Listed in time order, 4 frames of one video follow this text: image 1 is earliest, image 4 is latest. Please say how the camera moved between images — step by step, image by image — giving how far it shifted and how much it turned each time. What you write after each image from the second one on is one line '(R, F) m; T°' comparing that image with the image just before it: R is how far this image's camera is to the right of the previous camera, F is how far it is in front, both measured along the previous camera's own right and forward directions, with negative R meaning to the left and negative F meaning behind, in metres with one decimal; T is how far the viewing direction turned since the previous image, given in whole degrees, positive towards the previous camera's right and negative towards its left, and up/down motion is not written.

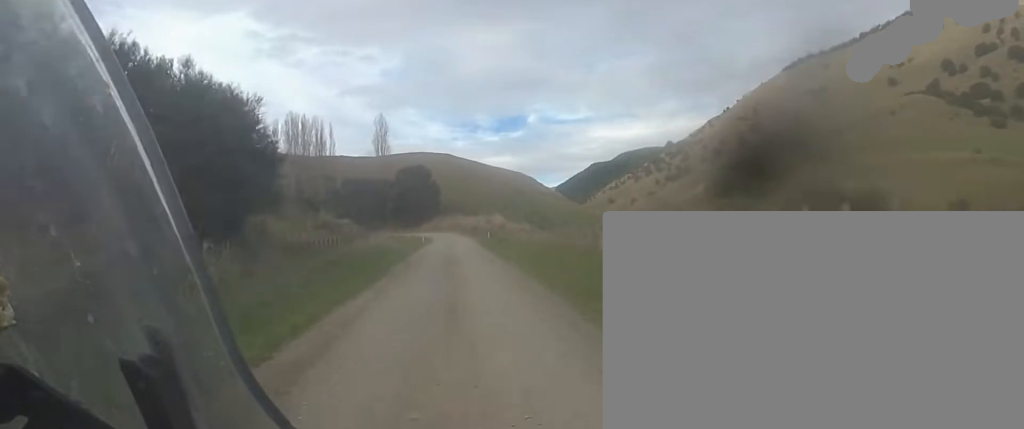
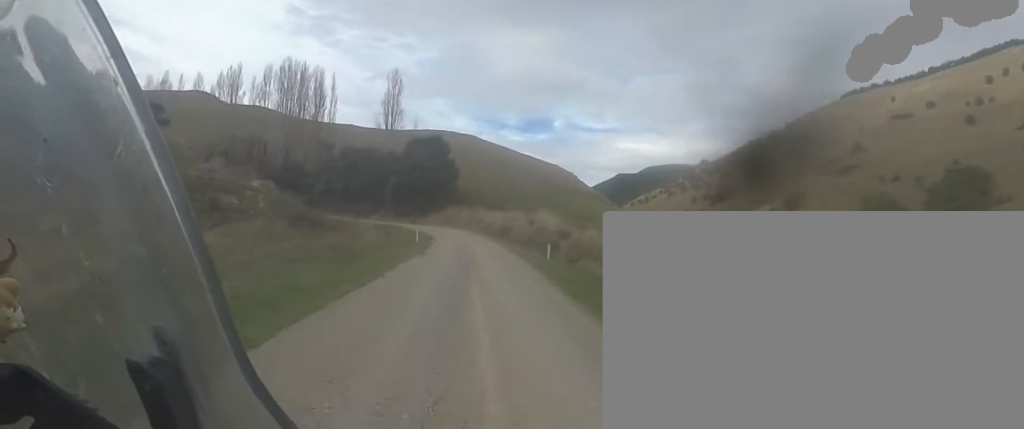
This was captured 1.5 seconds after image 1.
(+0.3, +22.6) m; +2°
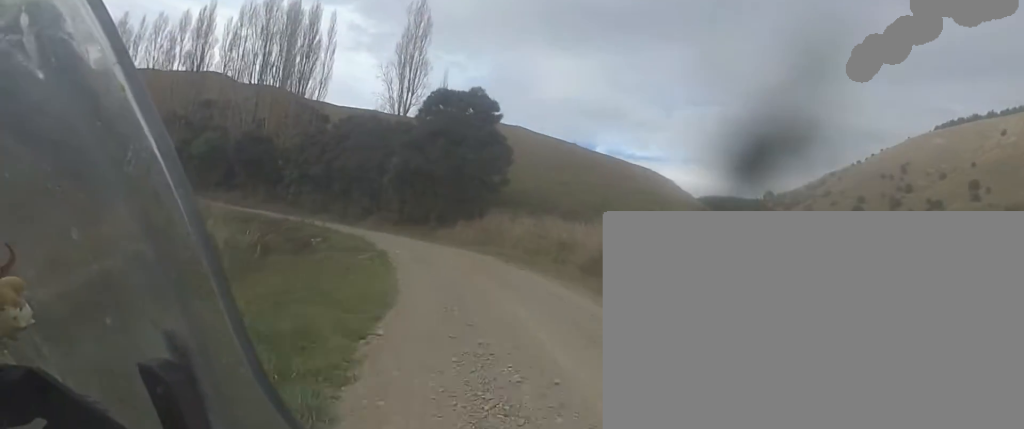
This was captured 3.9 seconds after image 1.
(-1.6, +30.0) m; -13°
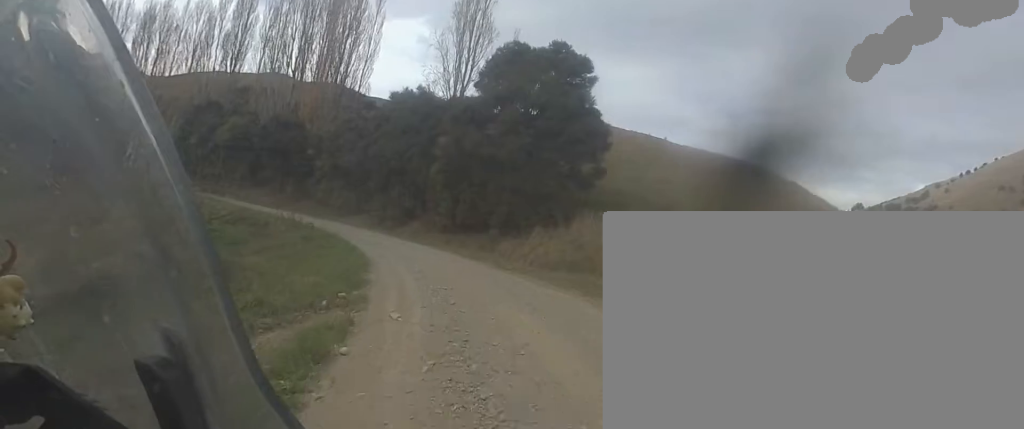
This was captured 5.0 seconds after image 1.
(+0.3, +12.2) m; -3°
